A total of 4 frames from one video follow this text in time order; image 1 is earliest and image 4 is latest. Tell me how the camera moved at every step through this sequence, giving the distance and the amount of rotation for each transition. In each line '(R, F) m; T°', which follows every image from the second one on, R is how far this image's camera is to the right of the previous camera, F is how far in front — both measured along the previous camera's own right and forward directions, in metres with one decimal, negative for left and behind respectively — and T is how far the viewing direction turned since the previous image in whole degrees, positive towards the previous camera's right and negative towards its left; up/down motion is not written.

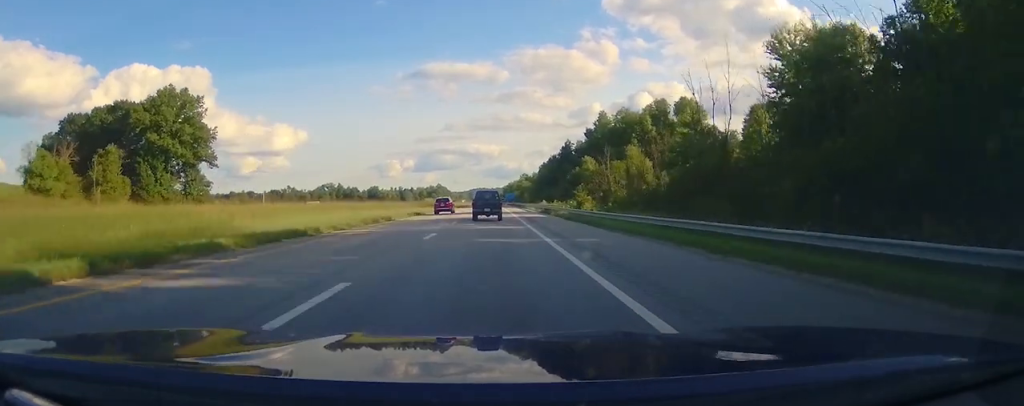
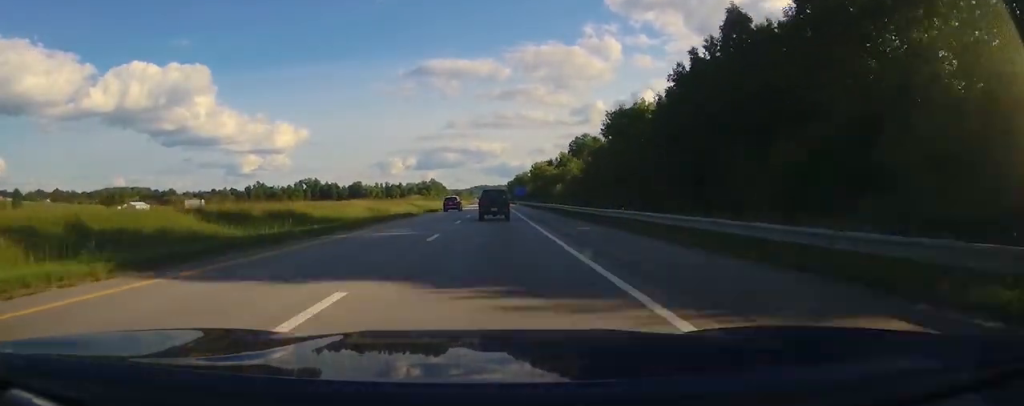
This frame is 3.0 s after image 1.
(0.0, +98.7) m; 0°
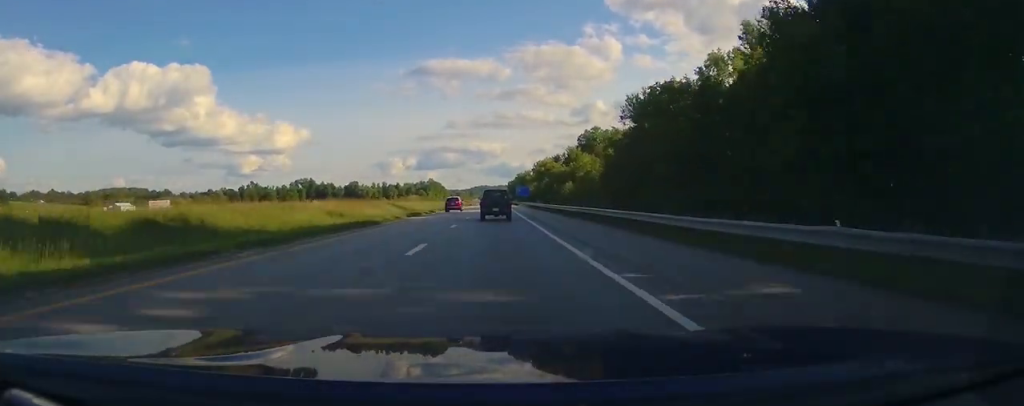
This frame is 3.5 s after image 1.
(0.0, +16.5) m; 0°
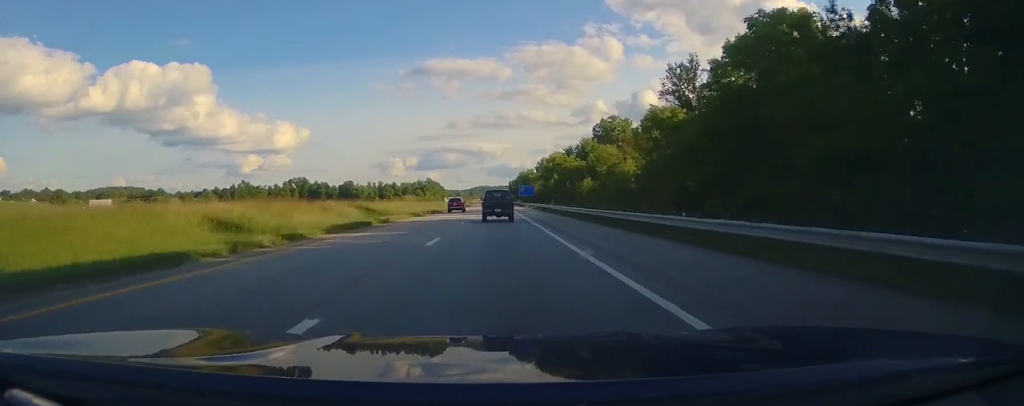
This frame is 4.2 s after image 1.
(0.0, +22.0) m; 0°
